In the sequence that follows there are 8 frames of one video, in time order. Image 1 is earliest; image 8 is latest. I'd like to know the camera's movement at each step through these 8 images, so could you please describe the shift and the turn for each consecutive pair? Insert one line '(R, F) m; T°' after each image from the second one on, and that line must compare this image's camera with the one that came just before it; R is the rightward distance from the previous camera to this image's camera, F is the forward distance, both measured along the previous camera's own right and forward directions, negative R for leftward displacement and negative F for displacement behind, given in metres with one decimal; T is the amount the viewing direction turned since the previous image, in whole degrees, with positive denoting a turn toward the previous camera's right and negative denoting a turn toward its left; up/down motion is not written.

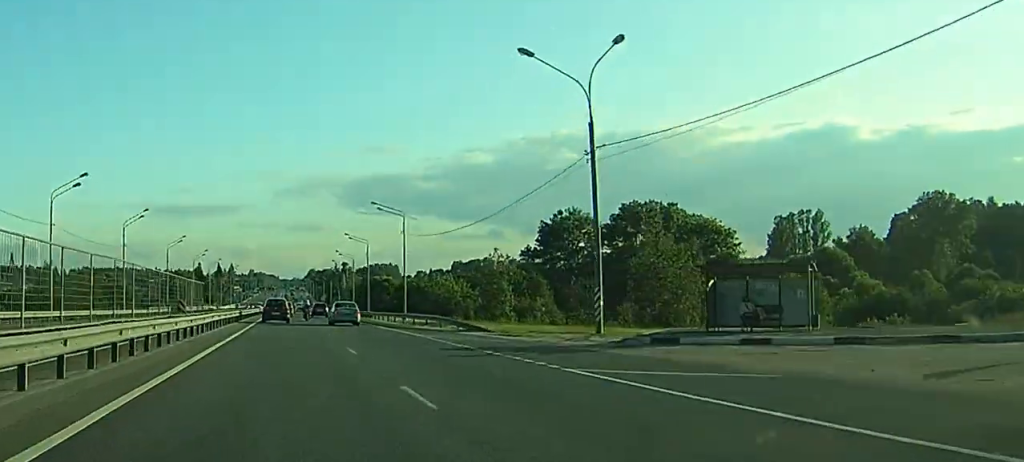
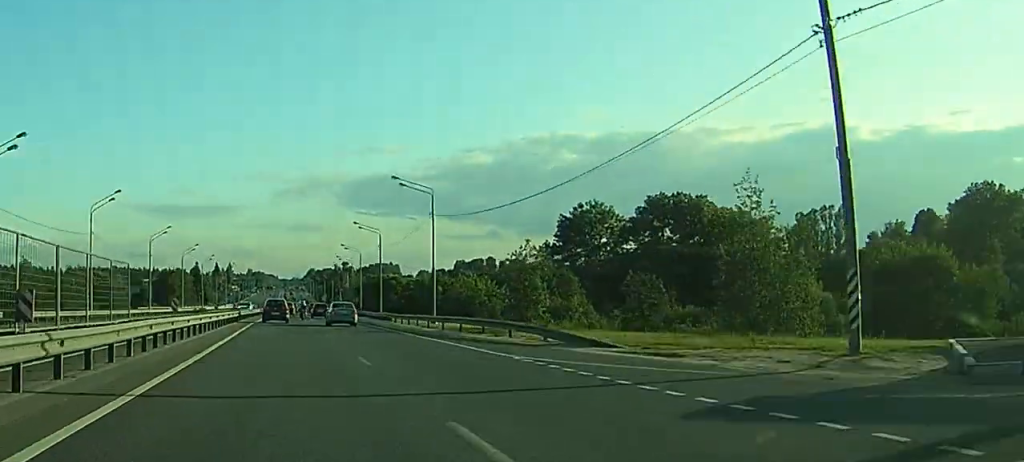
(0.0, +15.9) m; 0°
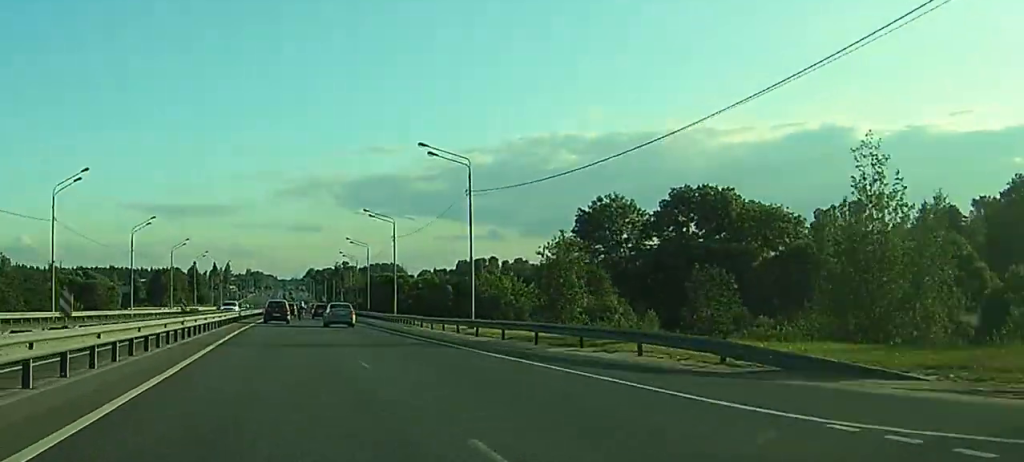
(0.0, +13.1) m; 0°
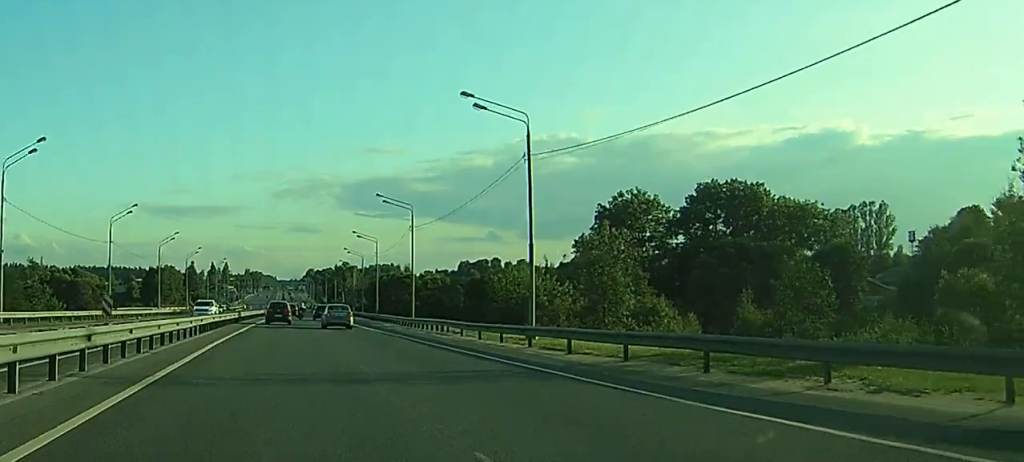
(0.0, +12.4) m; 0°
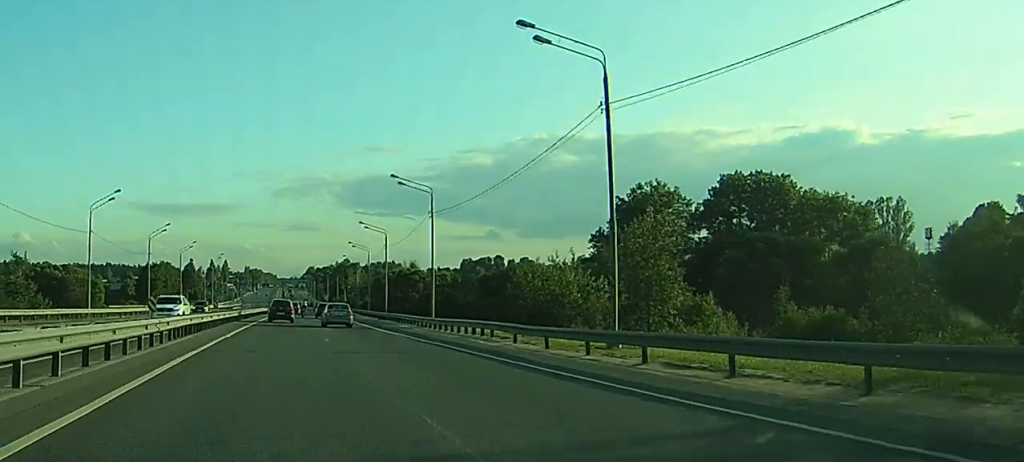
(0.0, +9.5) m; 0°
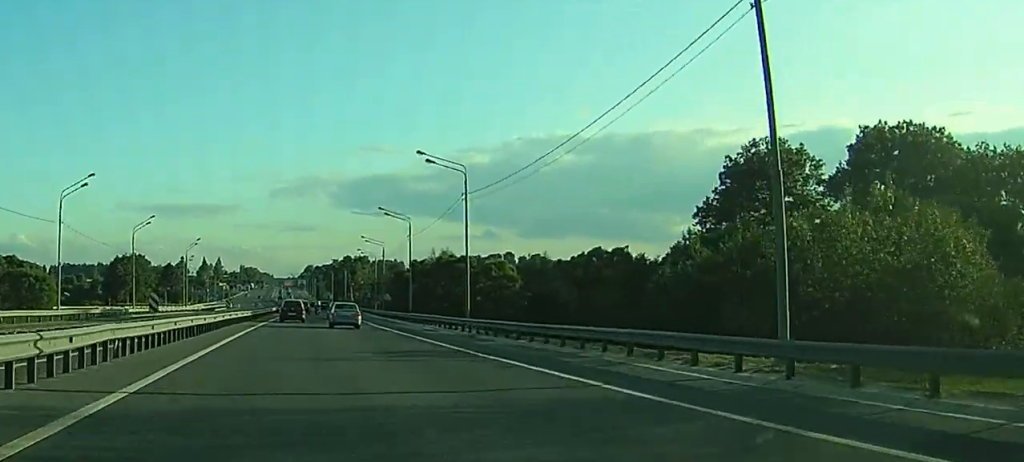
(-0.3, +44.4) m; 0°
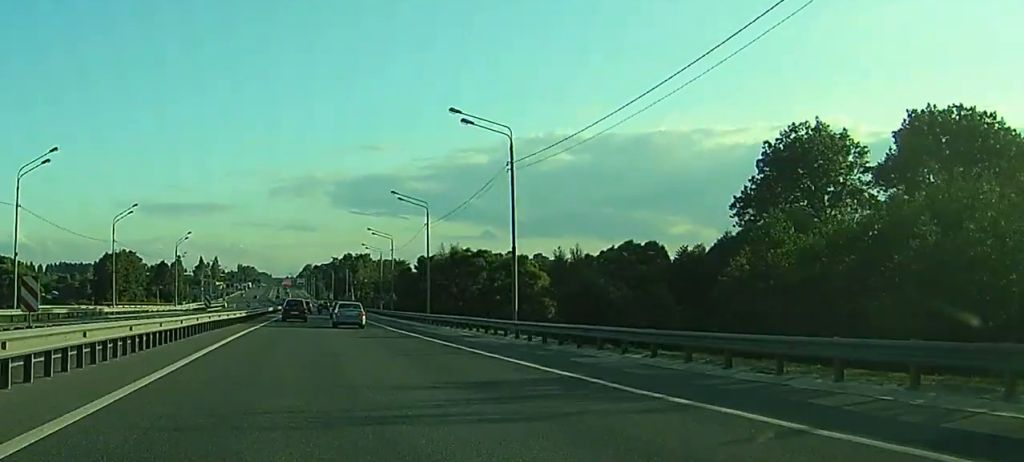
(+0.1, +11.2) m; +1°
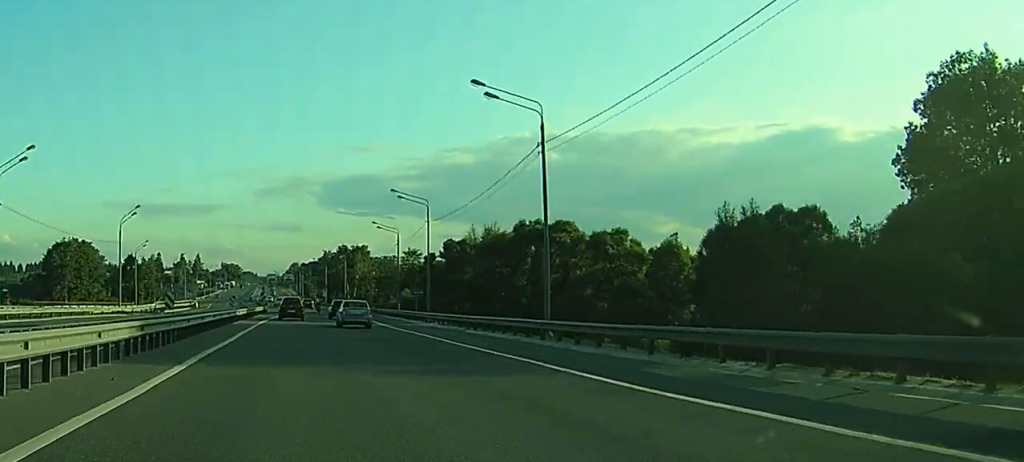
(+0.5, +35.1) m; +1°
